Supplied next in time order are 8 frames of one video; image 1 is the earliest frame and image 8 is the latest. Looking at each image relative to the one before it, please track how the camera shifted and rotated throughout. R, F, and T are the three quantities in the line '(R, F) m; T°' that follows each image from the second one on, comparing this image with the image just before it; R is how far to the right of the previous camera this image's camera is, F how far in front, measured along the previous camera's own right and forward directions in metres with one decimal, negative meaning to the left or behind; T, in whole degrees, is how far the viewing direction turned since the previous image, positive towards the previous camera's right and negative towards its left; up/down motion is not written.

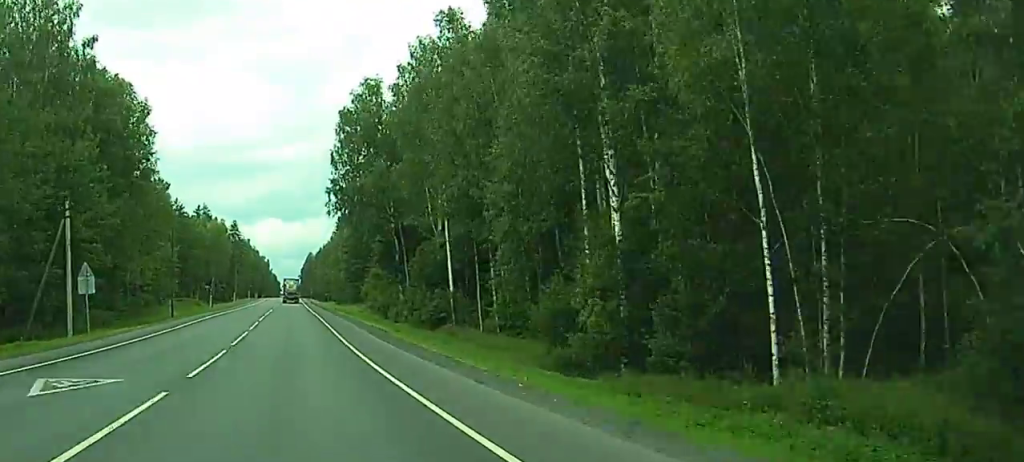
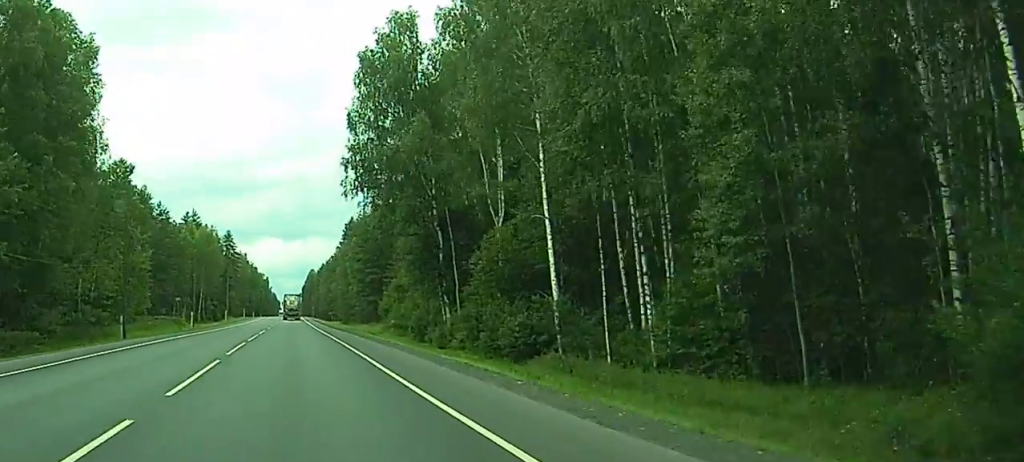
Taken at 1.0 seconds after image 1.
(-0.4, +27.8) m; -1°
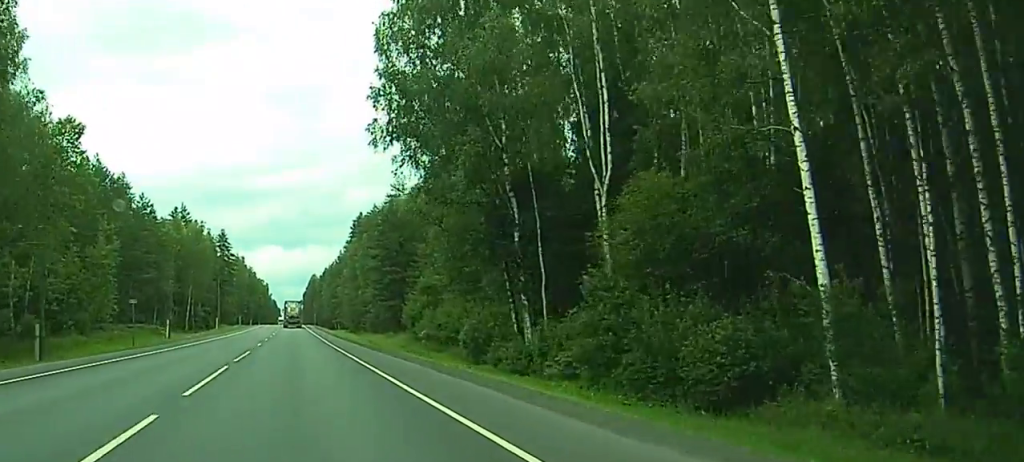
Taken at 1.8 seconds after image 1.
(0.0, +22.9) m; 0°
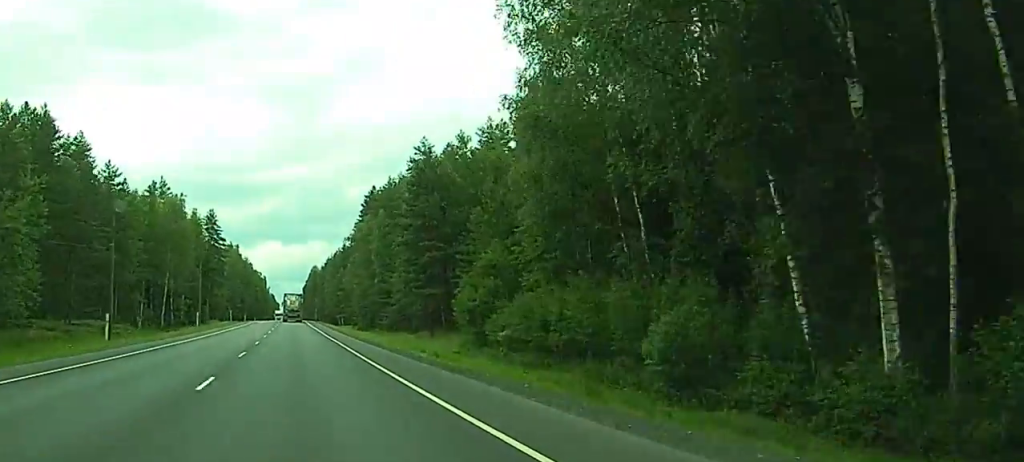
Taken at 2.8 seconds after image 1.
(+0.1, +29.5) m; 0°
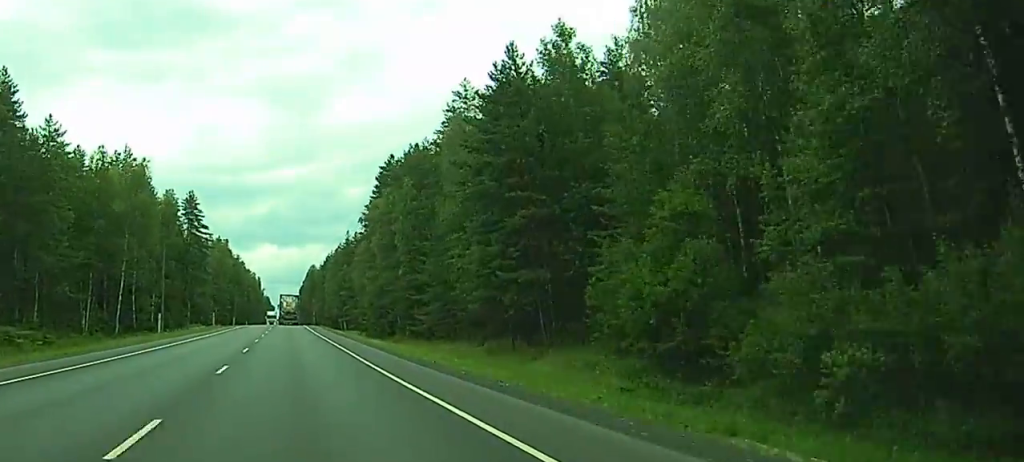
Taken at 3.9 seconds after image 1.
(0.0, +31.3) m; 0°
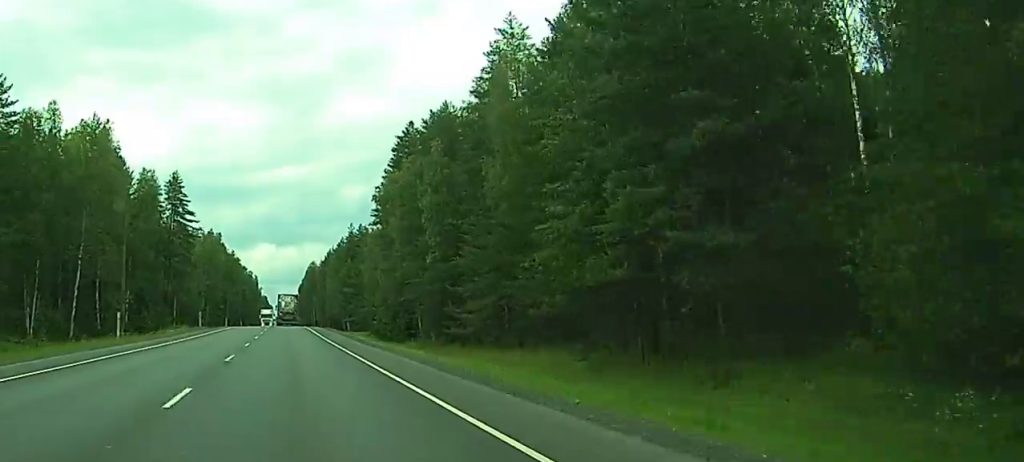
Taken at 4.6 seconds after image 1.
(0.0, +19.9) m; 0°
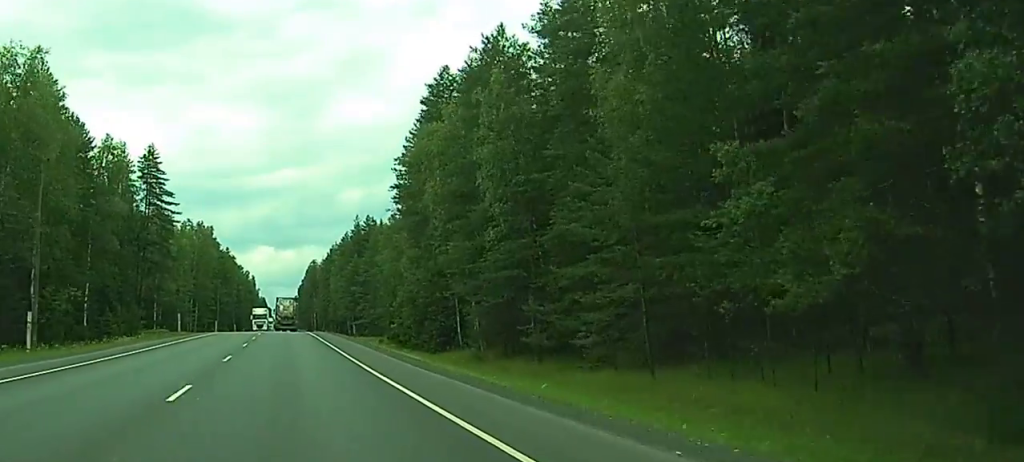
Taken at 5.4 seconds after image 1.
(0.0, +22.8) m; 0°
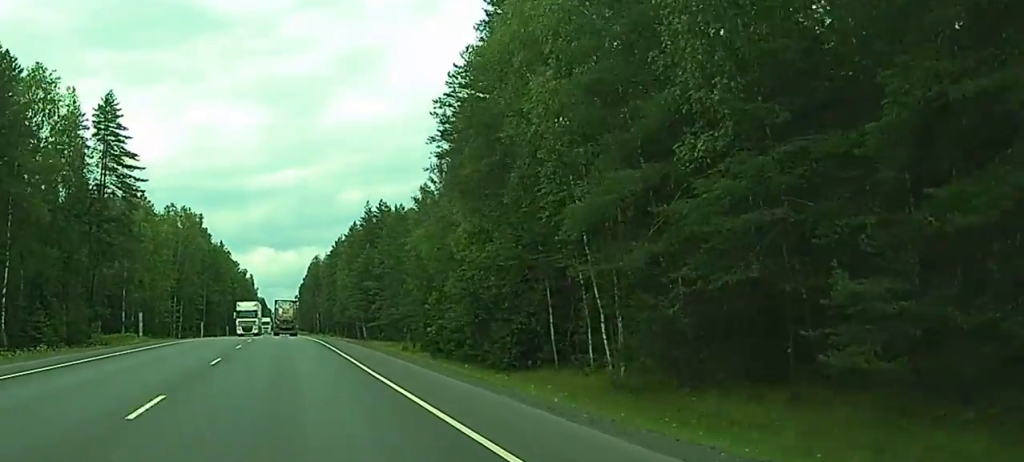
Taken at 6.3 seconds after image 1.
(+0.2, +26.7) m; 0°
